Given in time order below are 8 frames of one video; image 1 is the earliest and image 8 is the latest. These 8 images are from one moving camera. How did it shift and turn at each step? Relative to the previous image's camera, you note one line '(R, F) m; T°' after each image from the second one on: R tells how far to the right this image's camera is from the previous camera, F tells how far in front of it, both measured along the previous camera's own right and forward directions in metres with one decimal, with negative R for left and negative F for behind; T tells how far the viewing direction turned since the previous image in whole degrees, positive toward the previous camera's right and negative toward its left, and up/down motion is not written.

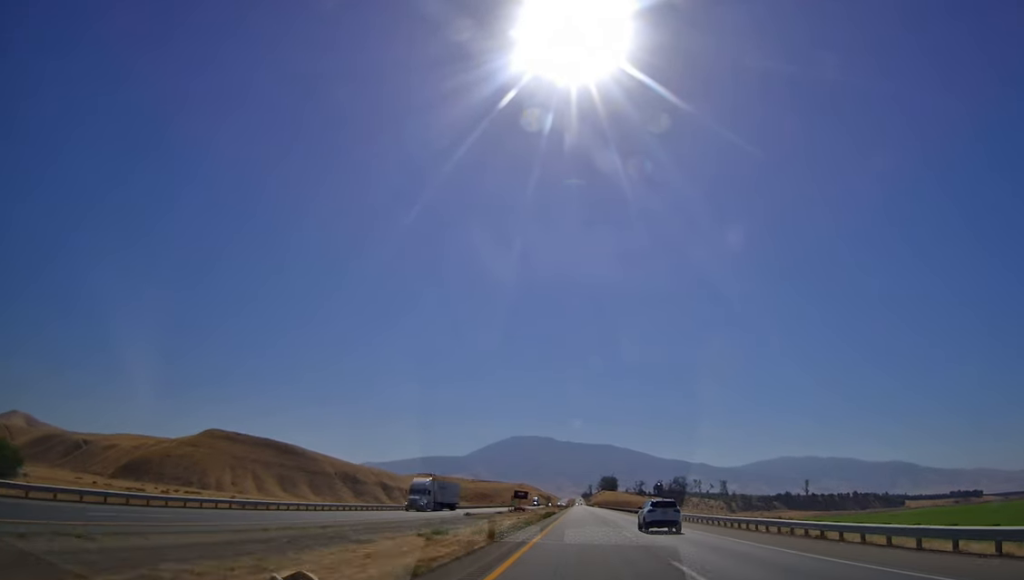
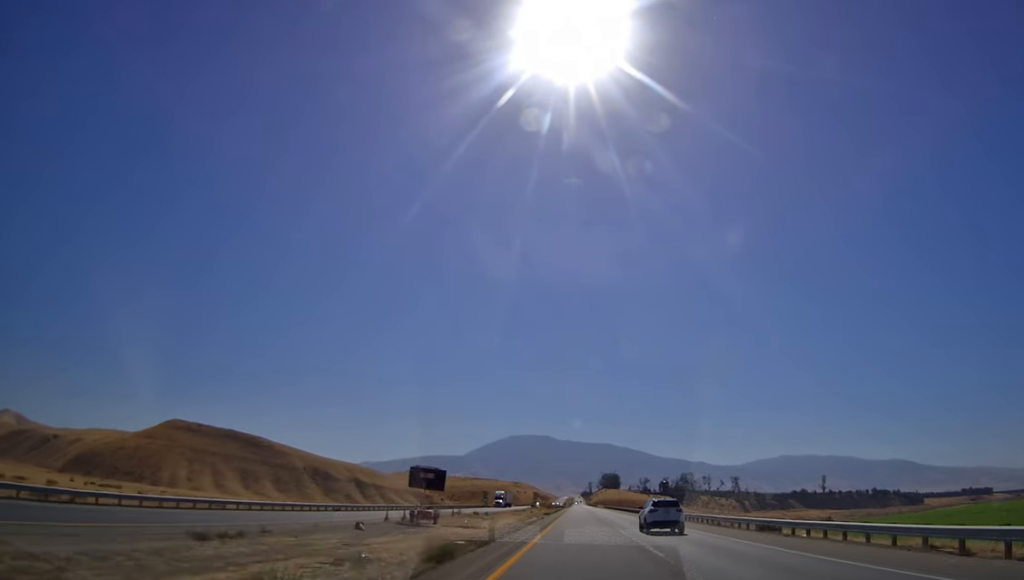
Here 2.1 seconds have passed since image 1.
(-0.1, +69.4) m; 0°
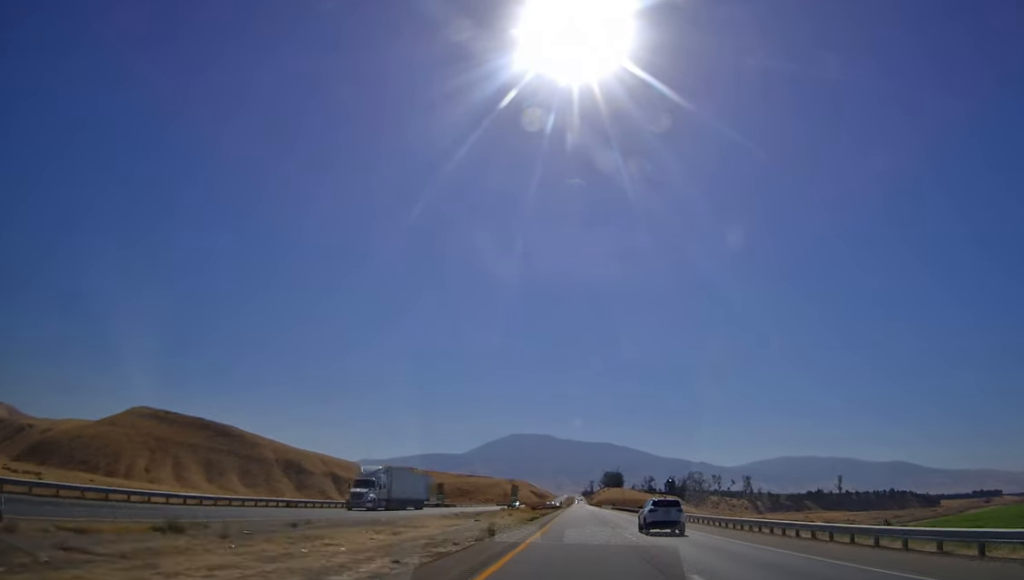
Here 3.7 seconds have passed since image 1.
(+0.3, +54.3) m; 0°
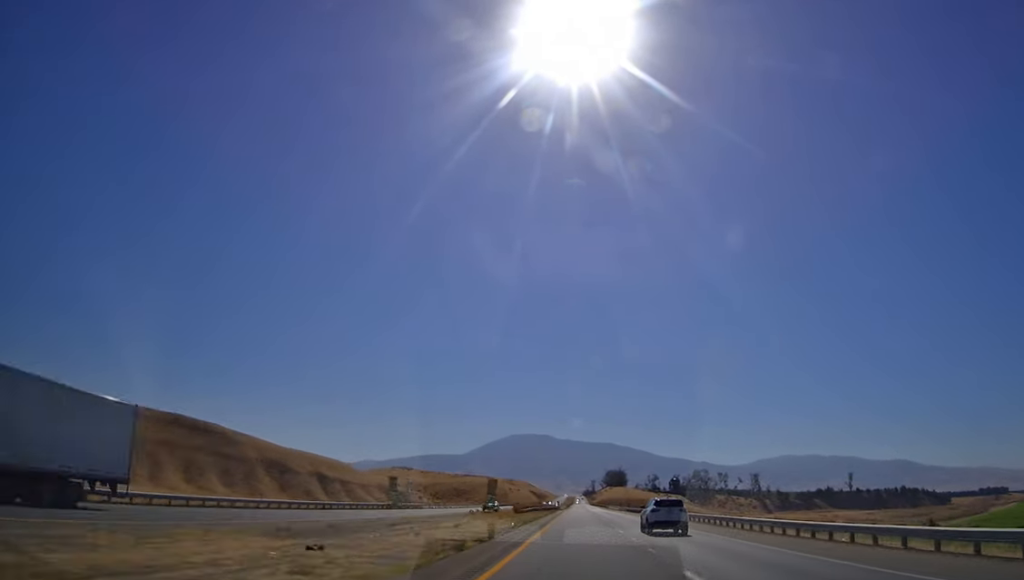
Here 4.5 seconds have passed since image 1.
(0.0, +27.5) m; 0°
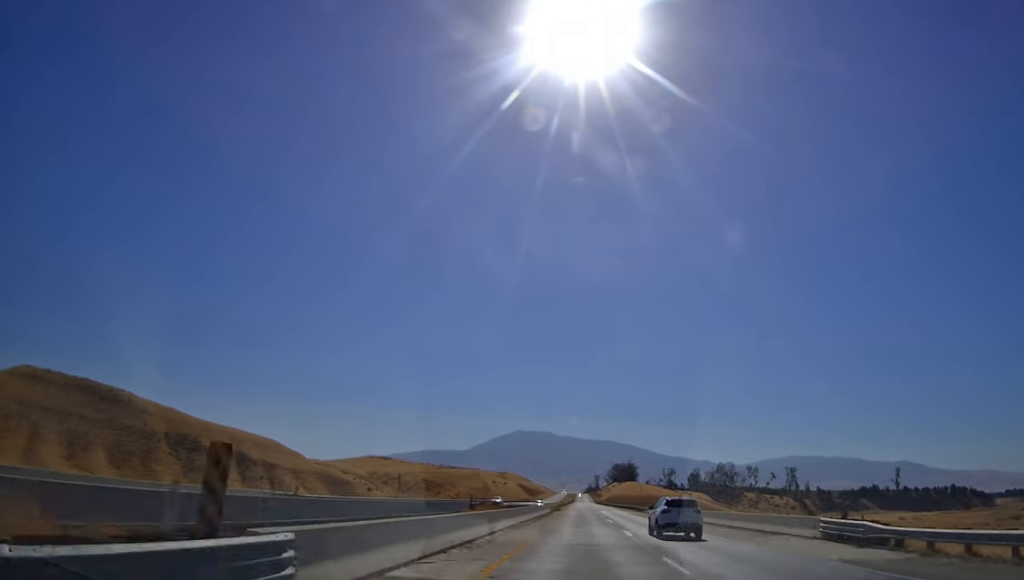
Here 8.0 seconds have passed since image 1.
(-0.4, +103.3) m; 0°
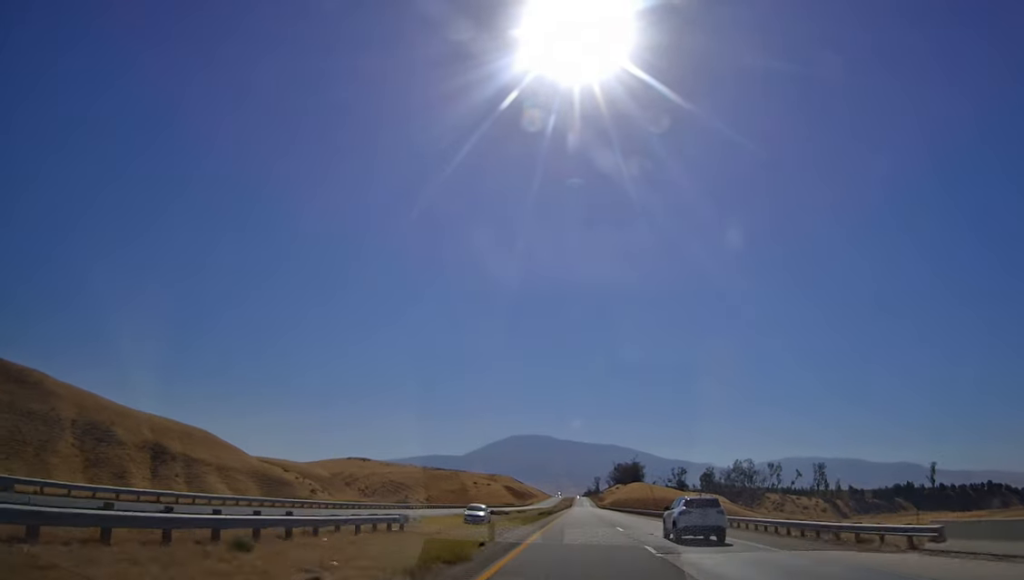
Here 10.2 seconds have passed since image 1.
(+0.2, +65.6) m; 0°
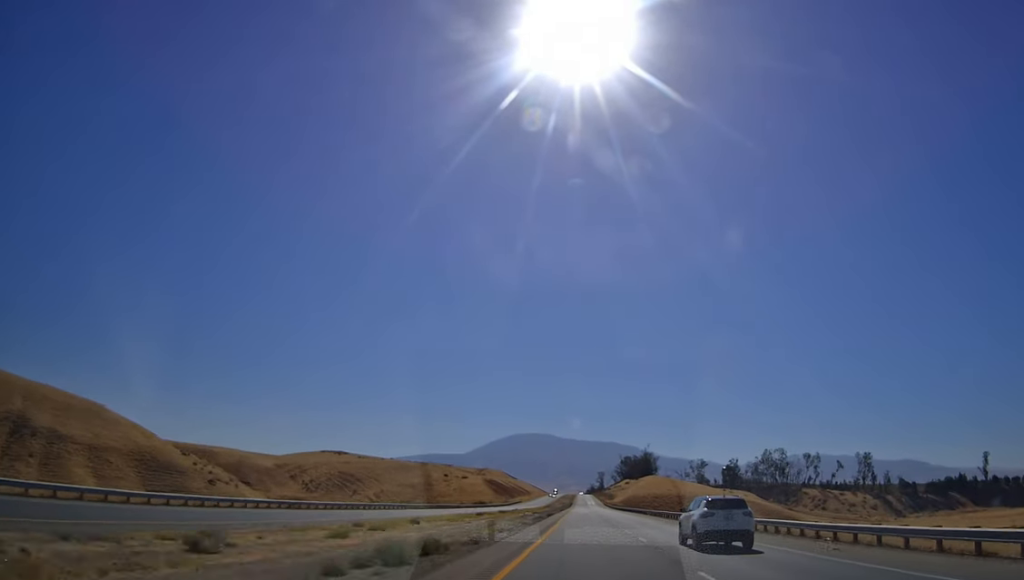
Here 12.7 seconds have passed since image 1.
(-0.2, +77.8) m; 0°
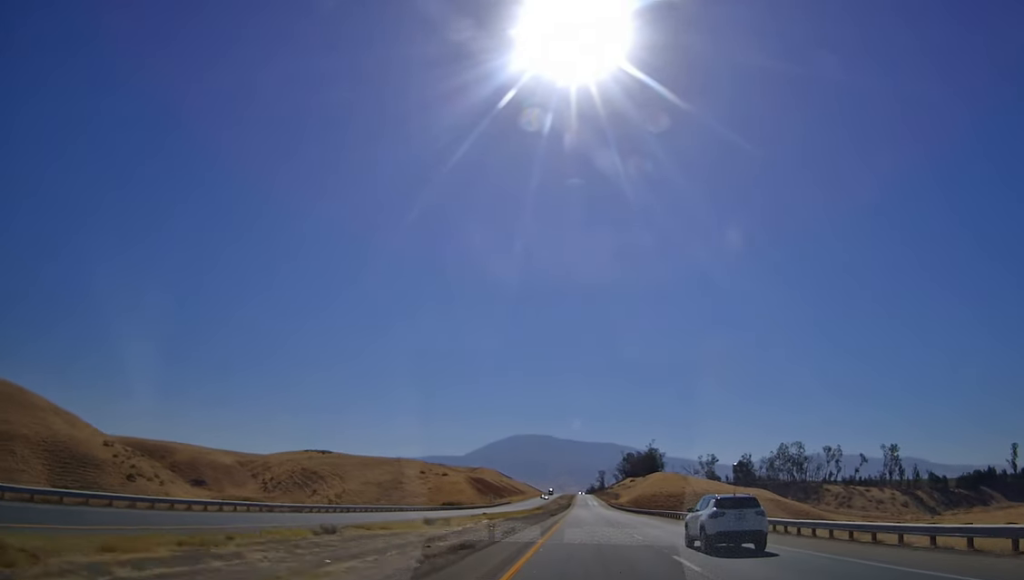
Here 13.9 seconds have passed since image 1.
(-0.1, +38.8) m; 0°
